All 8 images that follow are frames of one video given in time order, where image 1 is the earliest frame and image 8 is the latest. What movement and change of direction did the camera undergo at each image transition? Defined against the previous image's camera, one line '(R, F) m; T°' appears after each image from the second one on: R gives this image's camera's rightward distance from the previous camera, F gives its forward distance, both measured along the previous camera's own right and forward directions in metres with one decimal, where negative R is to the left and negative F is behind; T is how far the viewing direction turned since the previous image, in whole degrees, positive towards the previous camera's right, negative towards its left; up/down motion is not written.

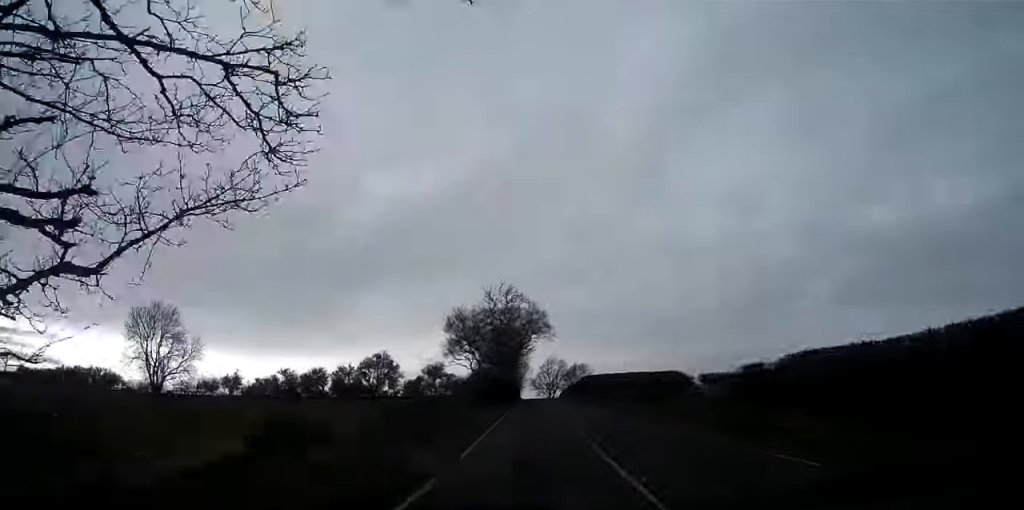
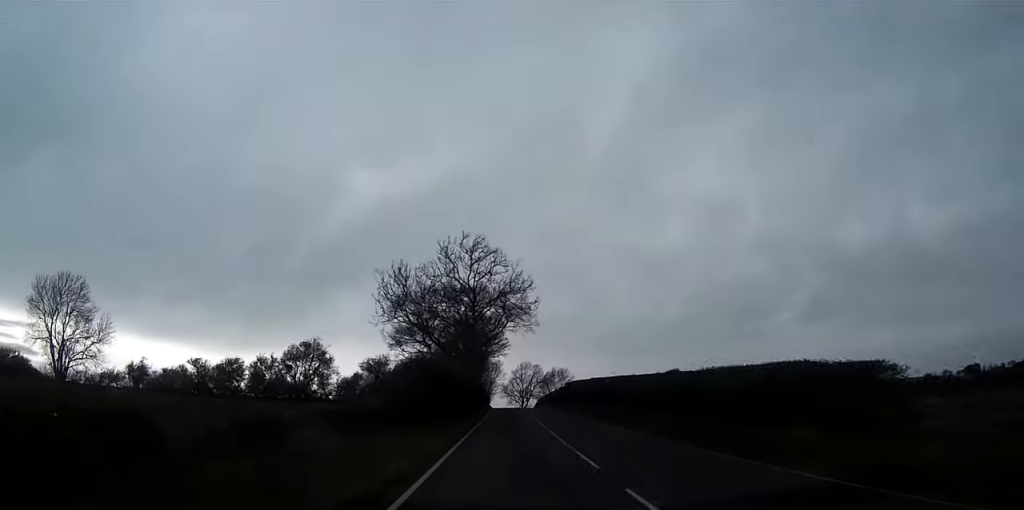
(+0.6, +22.1) m; +2°
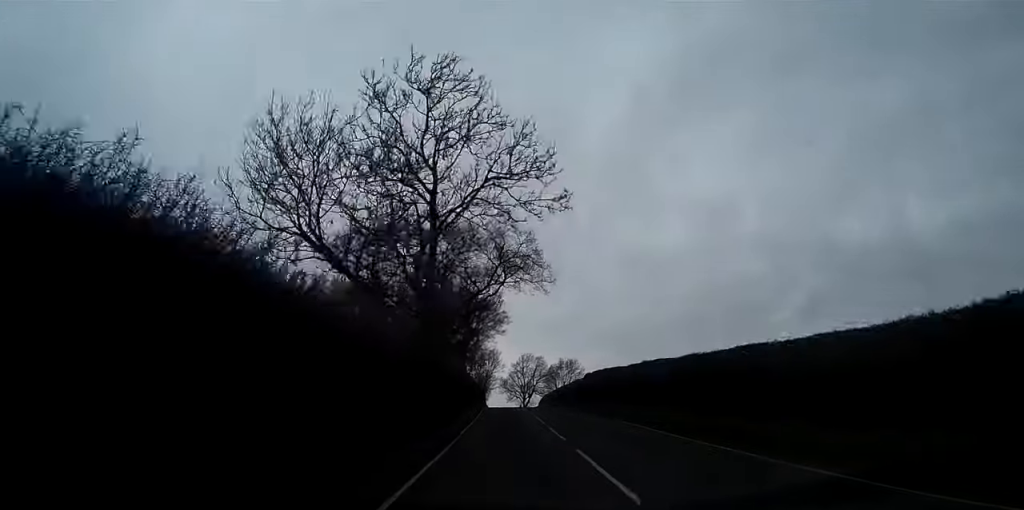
(+0.3, +23.0) m; +1°
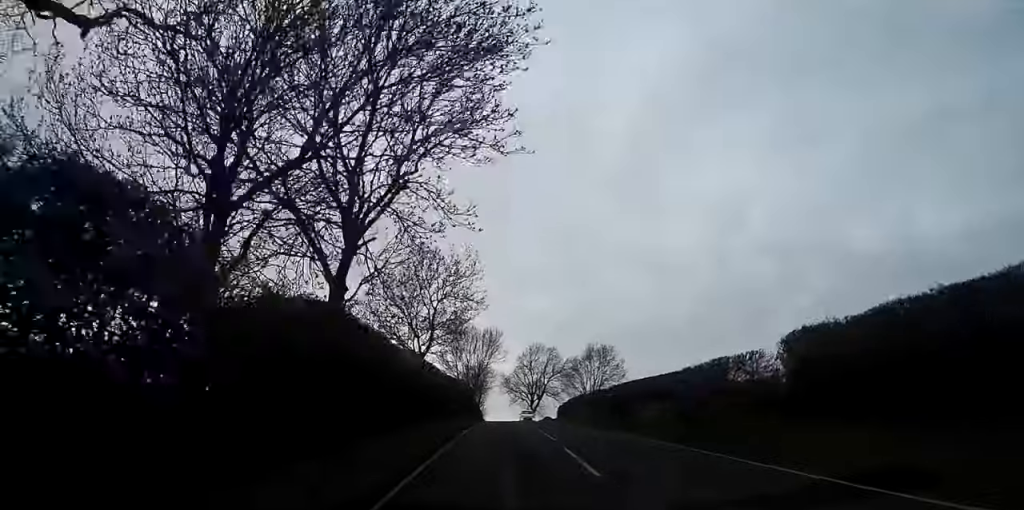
(+0.1, +43.1) m; 0°
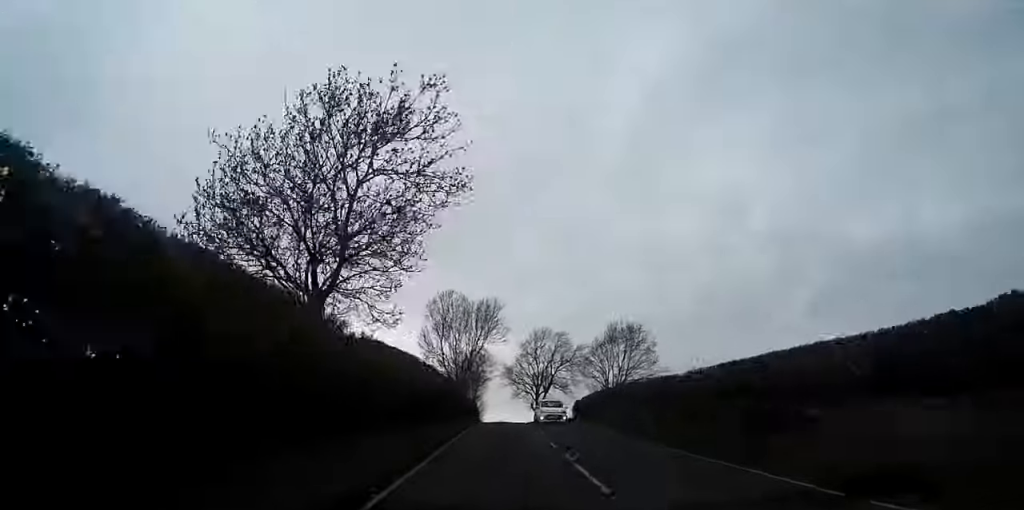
(0.0, +19.1) m; 0°
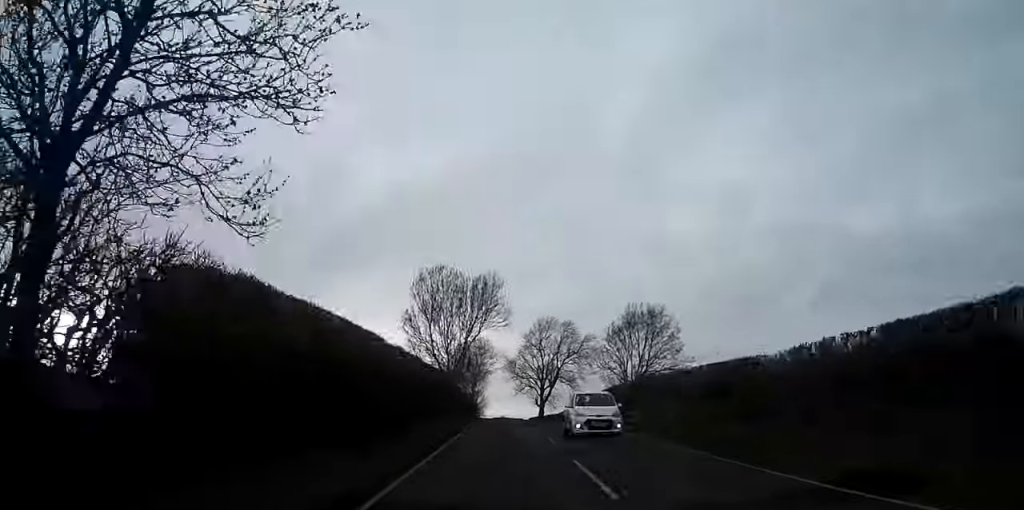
(-0.1, +9.8) m; 0°
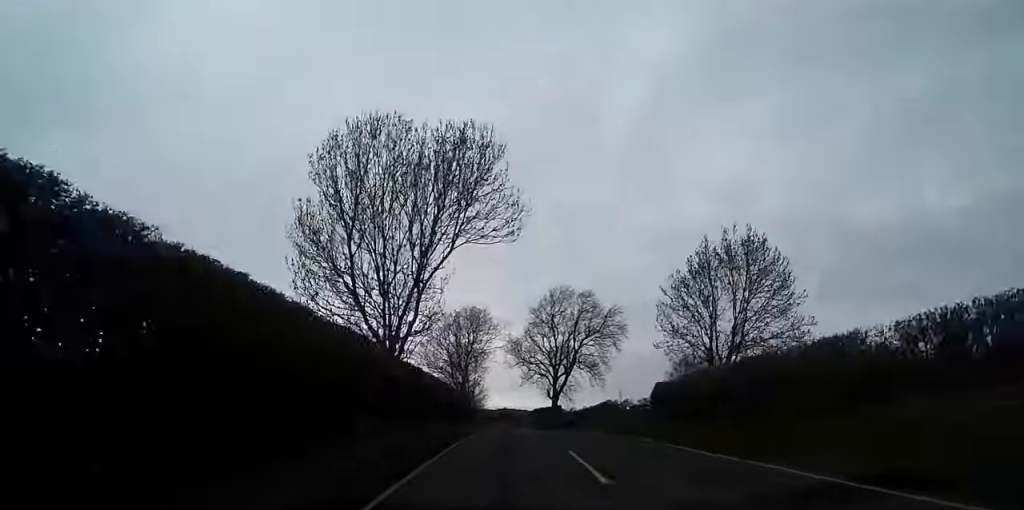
(-0.2, +25.4) m; 0°
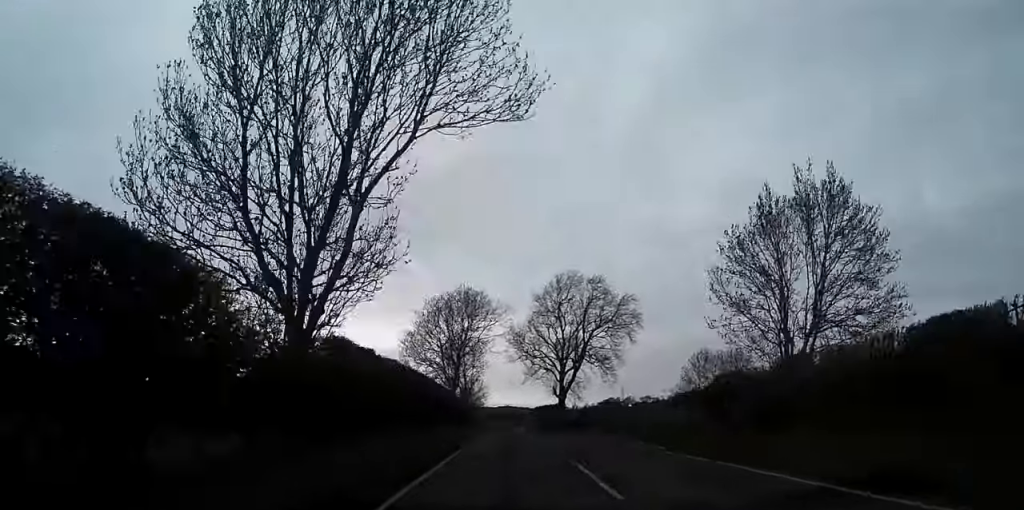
(0.0, +9.9) m; 0°
